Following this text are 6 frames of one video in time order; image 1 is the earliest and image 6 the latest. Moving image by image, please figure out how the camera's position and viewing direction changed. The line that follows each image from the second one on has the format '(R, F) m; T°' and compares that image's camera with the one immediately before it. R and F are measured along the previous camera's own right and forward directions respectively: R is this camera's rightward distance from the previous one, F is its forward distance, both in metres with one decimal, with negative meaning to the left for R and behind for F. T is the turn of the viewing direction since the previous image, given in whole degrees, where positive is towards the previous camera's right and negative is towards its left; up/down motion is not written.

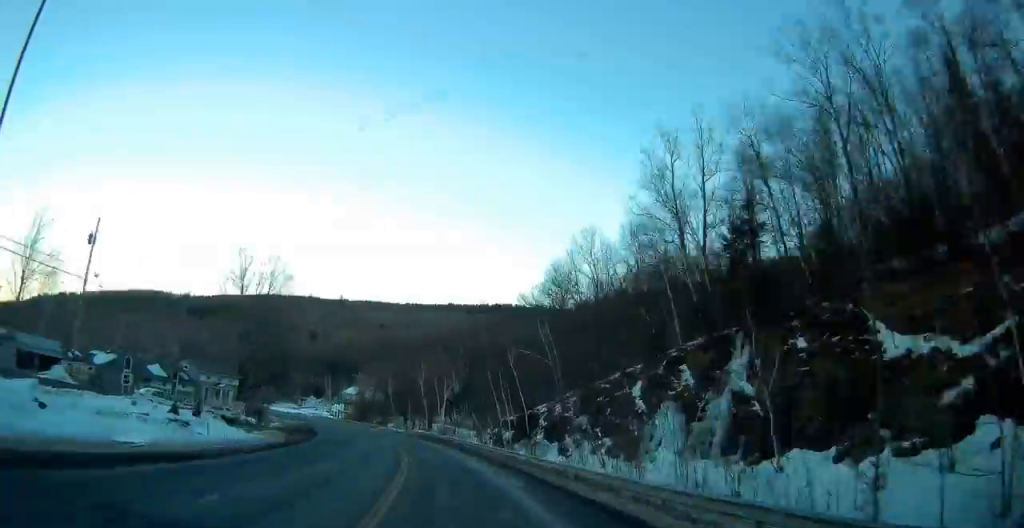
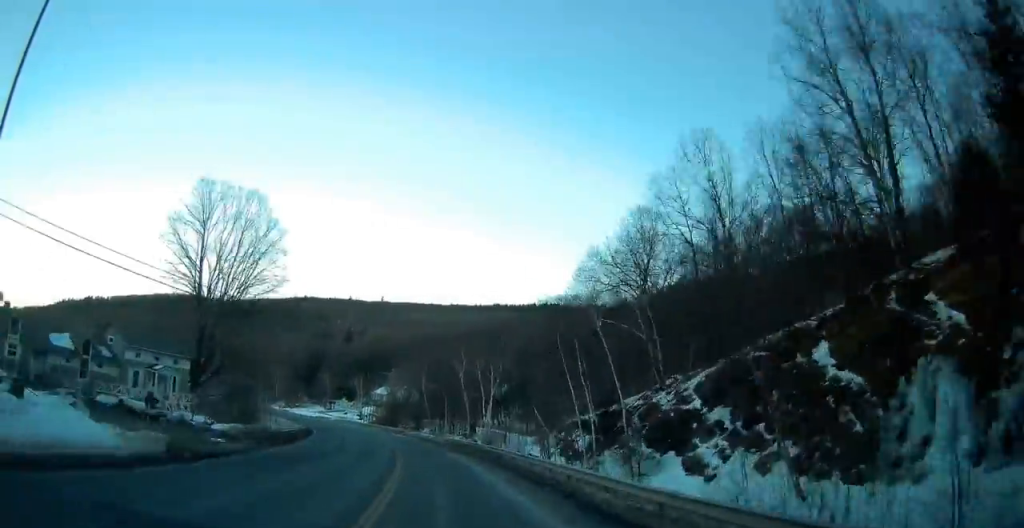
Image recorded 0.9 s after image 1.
(-1.0, +22.5) m; -5°
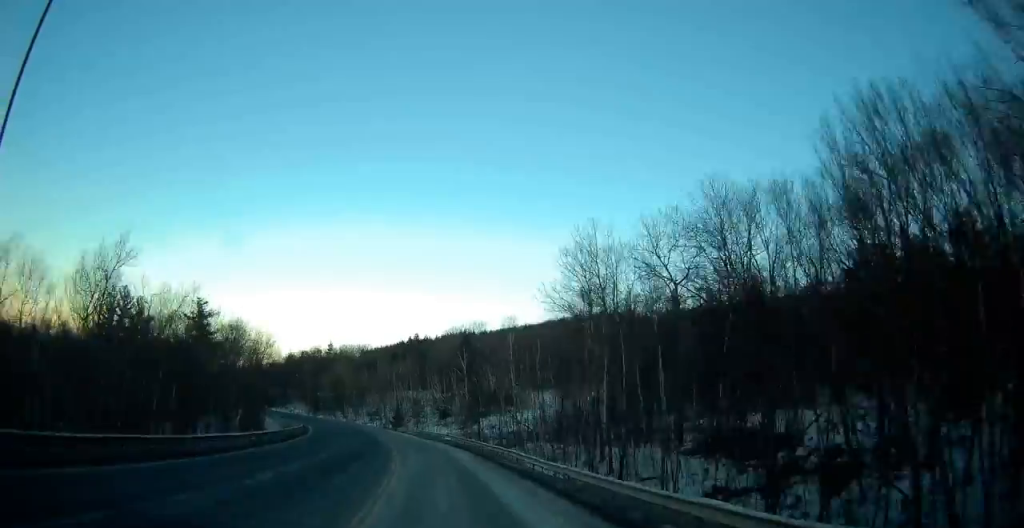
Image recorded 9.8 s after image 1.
(-83.9, +189.9) m; -47°
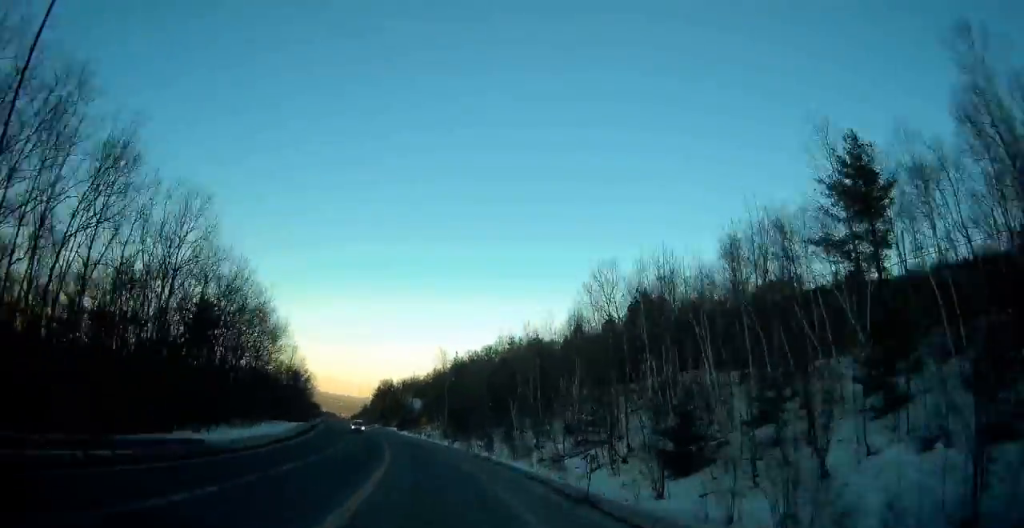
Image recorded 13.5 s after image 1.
(-15.3, +88.4) m; -19°
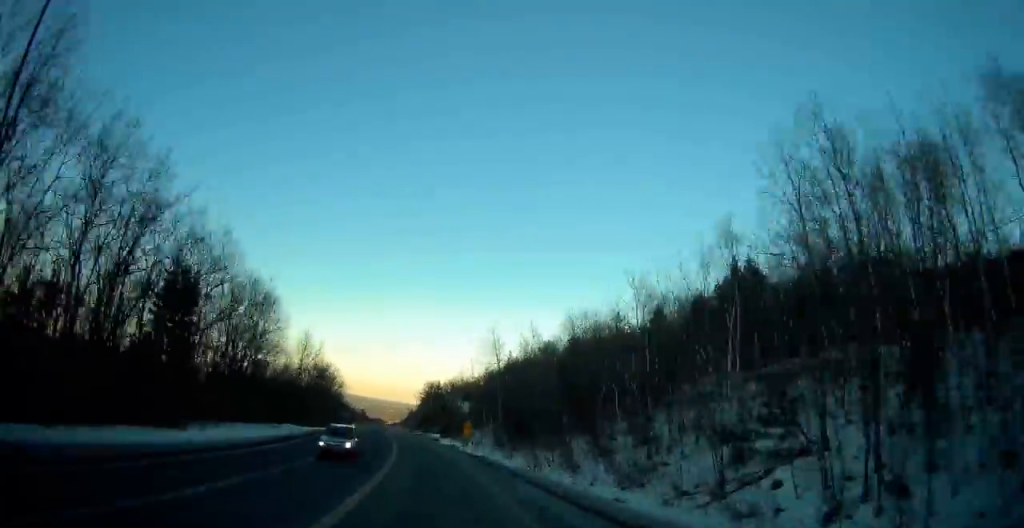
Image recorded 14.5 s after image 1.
(-0.3, +22.7) m; -4°
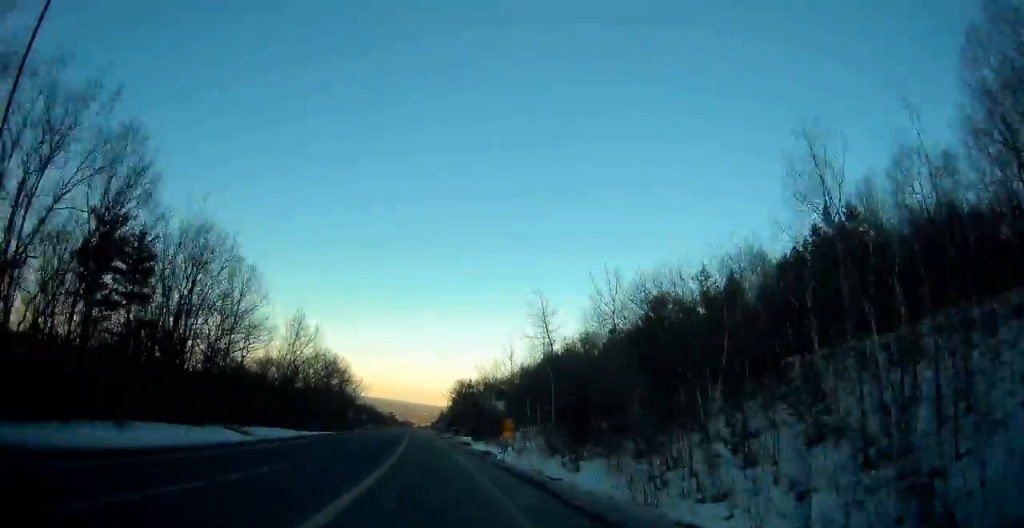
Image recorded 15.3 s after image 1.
(-1.2, +19.7) m; -2°
